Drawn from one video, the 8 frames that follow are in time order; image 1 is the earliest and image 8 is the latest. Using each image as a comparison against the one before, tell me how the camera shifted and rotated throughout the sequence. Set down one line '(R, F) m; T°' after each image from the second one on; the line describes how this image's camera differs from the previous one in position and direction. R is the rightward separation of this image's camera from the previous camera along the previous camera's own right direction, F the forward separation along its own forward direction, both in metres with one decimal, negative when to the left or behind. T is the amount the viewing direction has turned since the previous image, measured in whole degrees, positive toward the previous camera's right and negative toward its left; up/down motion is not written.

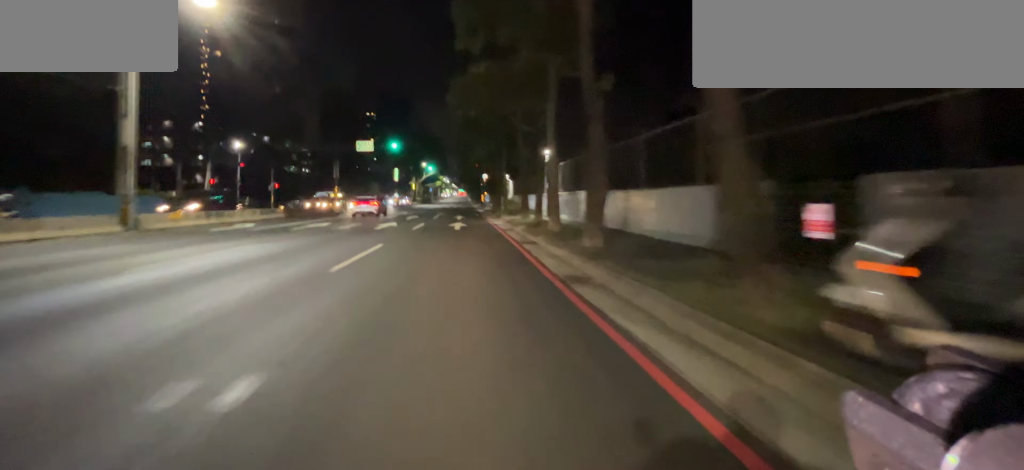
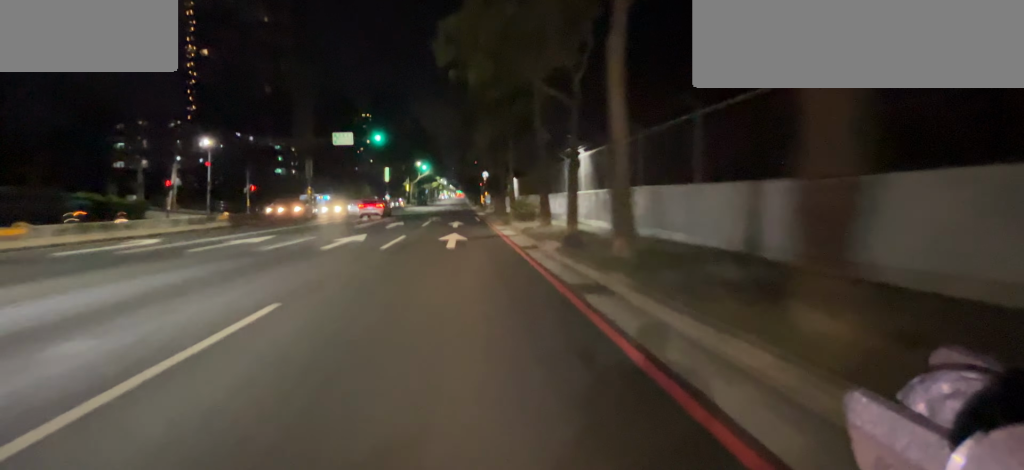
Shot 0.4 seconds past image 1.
(0.0, +6.9) m; 0°
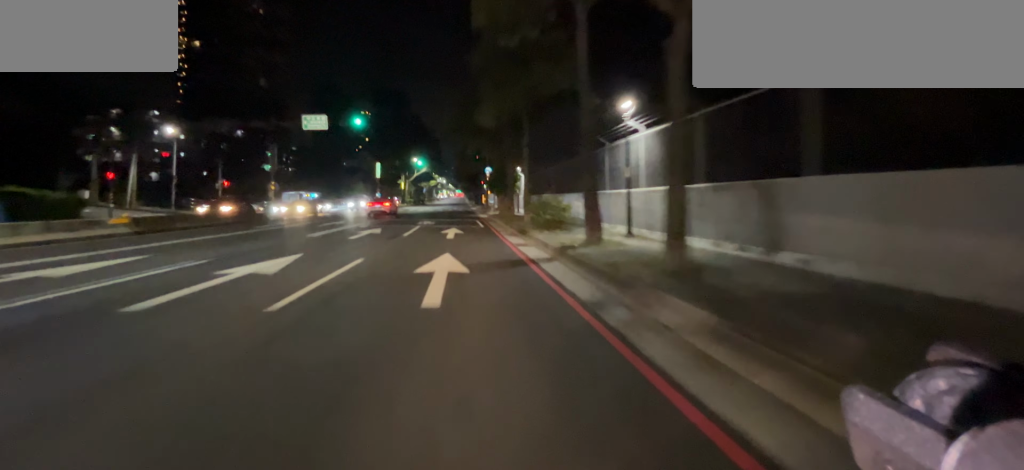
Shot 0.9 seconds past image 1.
(-0.1, +7.3) m; 0°
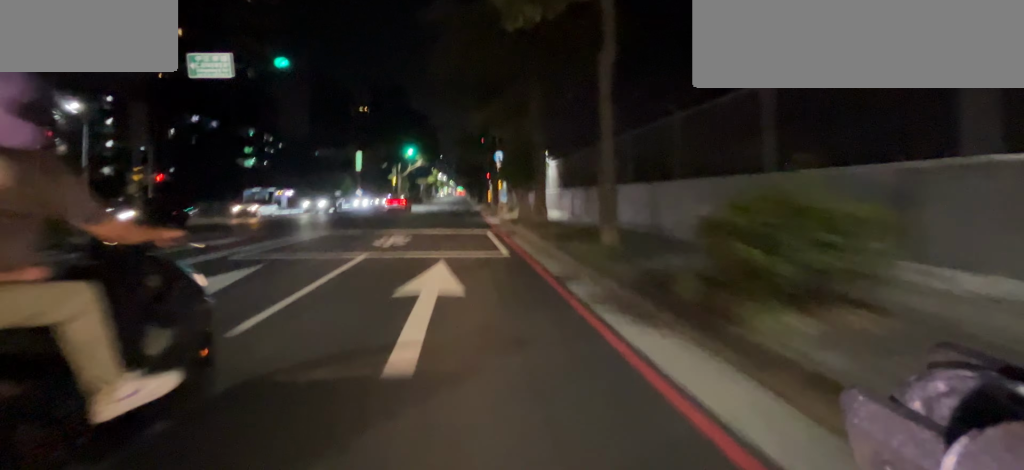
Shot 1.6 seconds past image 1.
(-0.1, +12.8) m; 0°
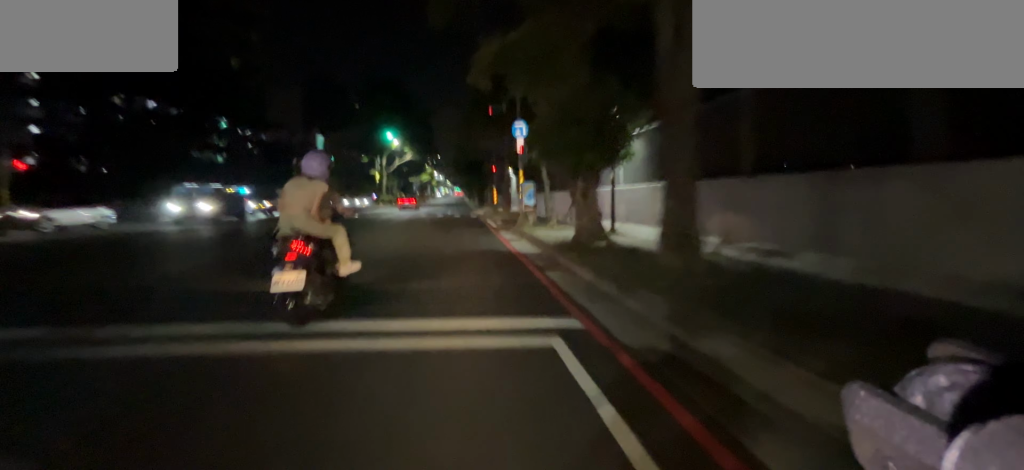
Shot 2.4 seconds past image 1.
(0.0, +12.9) m; 0°
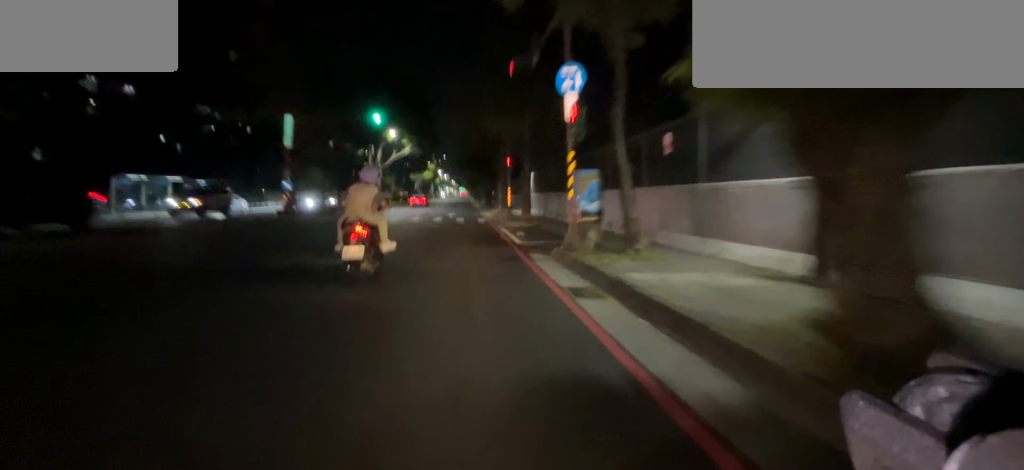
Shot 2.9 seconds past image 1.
(0.0, +6.7) m; 0°
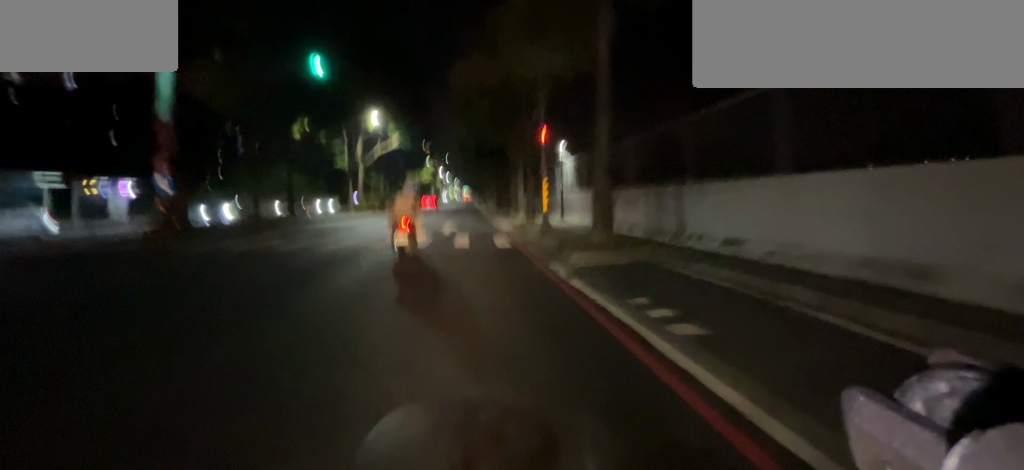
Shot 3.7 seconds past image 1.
(0.0, +9.9) m; 0°
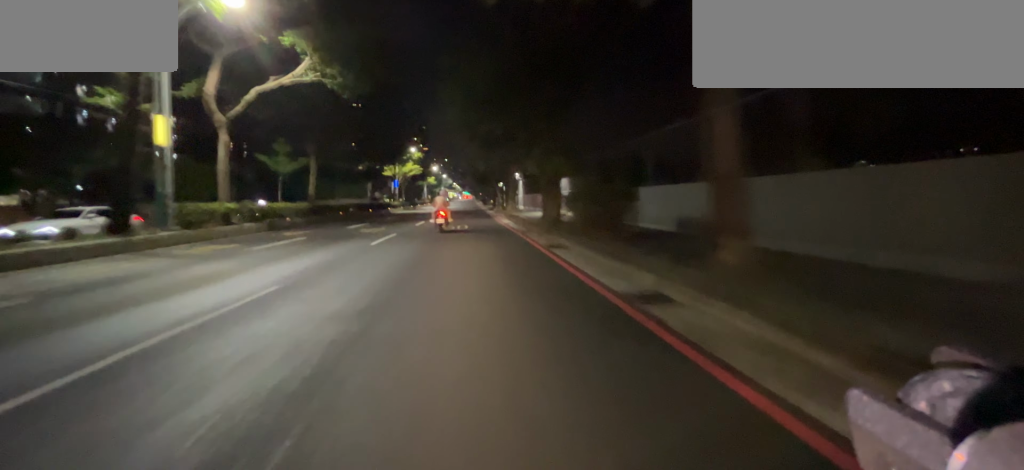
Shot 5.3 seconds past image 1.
(+0.1, +20.6) m; 0°
